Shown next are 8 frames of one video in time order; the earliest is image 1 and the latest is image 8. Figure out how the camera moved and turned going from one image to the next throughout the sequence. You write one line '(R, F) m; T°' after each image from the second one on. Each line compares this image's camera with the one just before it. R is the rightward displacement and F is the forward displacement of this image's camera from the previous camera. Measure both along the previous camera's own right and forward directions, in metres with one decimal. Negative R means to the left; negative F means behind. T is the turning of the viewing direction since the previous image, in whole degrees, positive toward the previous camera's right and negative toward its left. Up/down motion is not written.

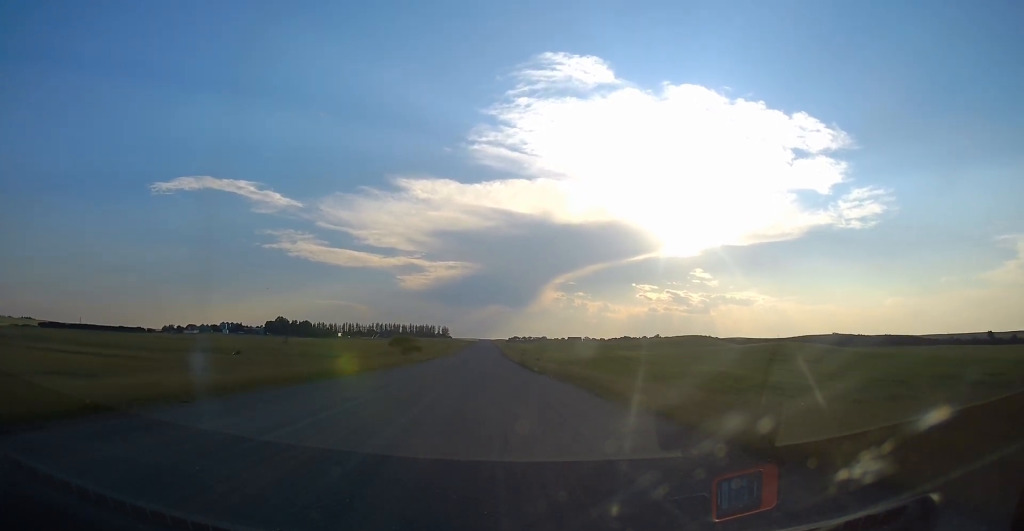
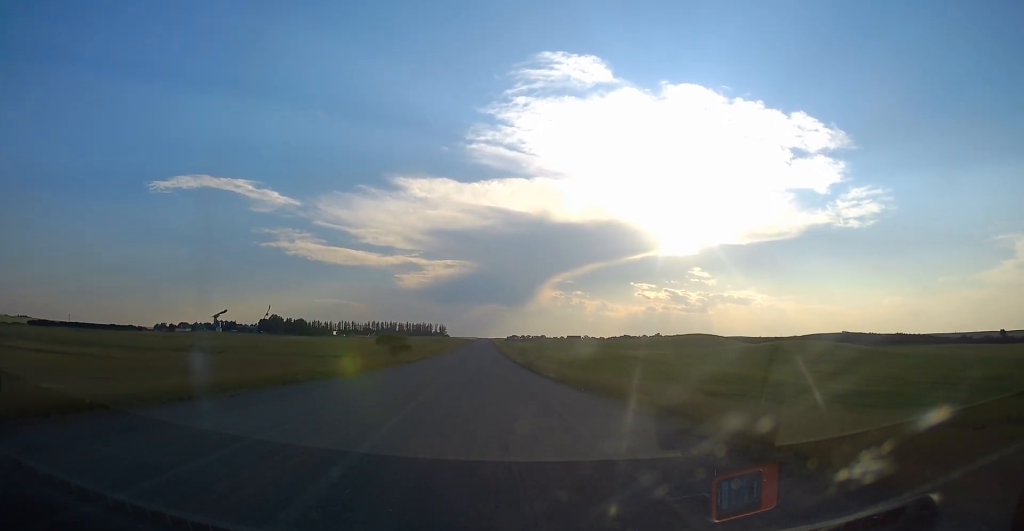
(0.0, +11.6) m; 0°
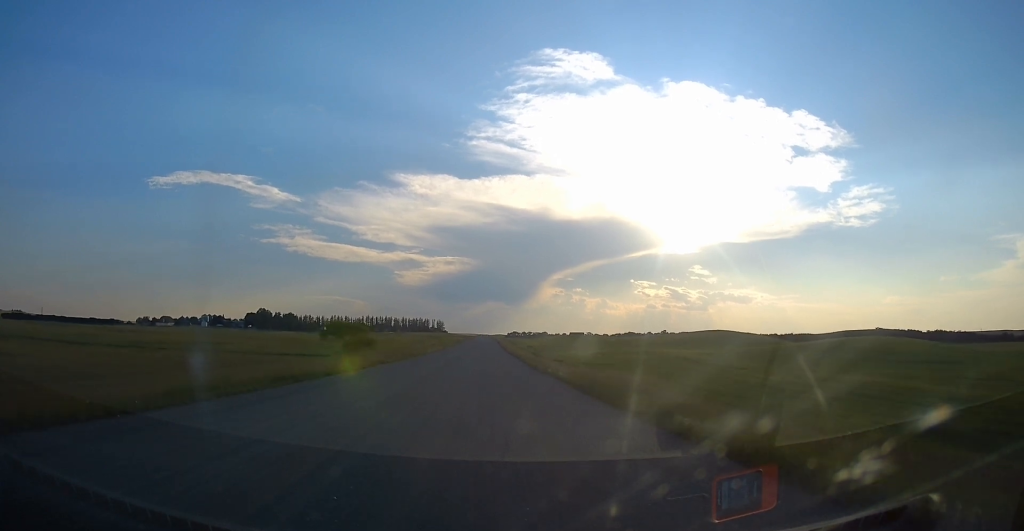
(0.0, +31.1) m; 0°
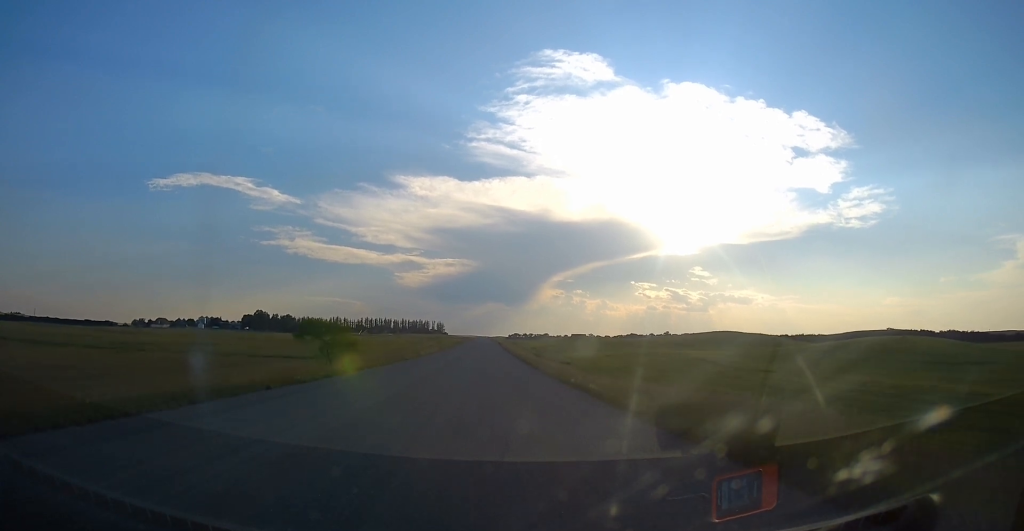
(0.0, +8.7) m; +1°
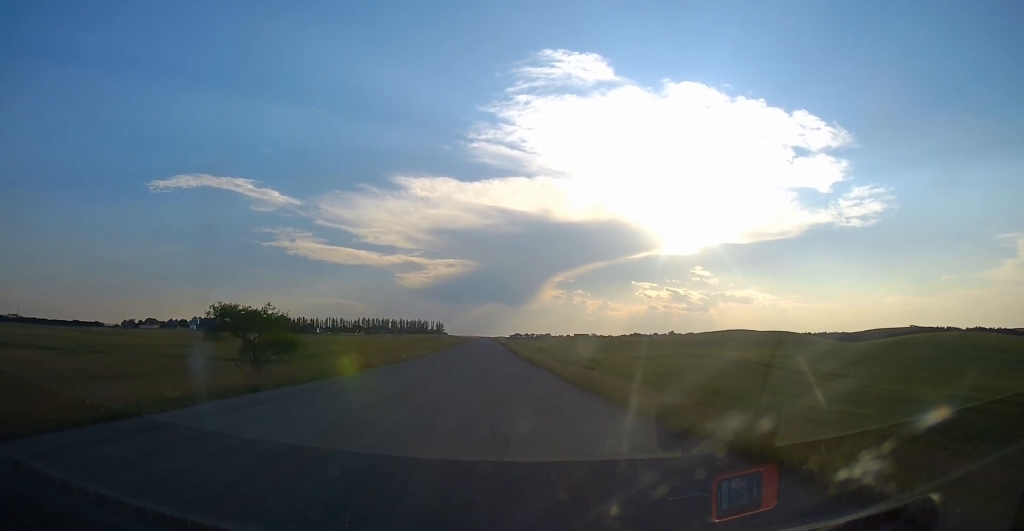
(+0.2, +17.5) m; +1°
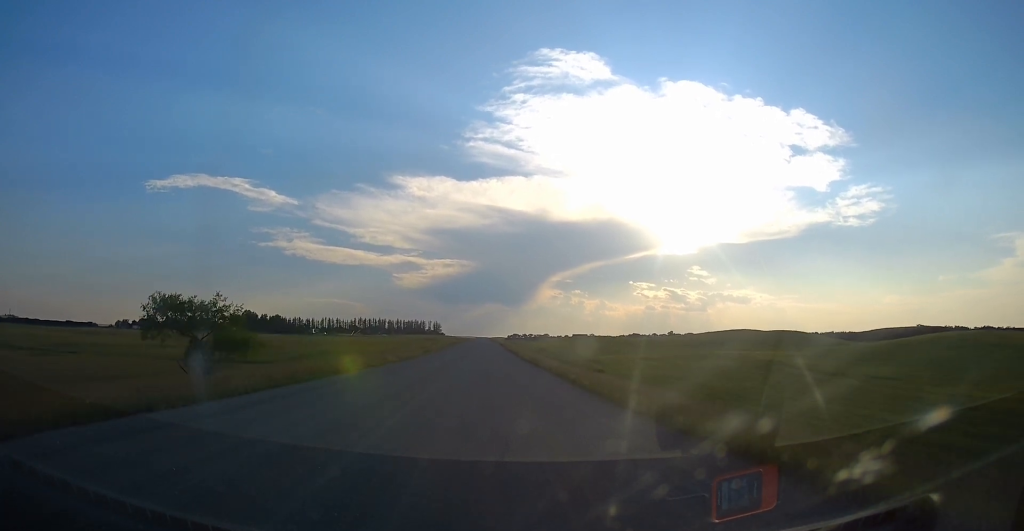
(+0.2, +6.6) m; 0°
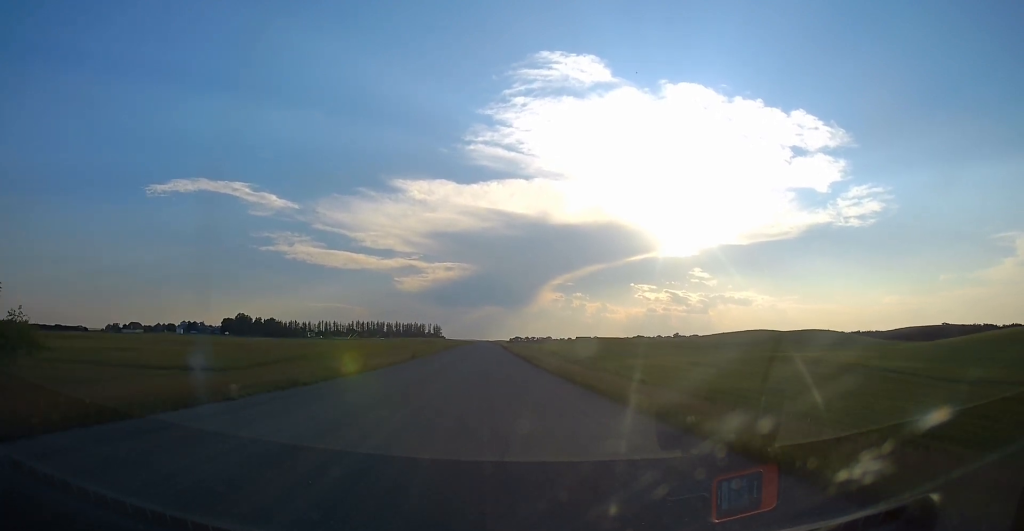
(-0.3, +16.5) m; -1°
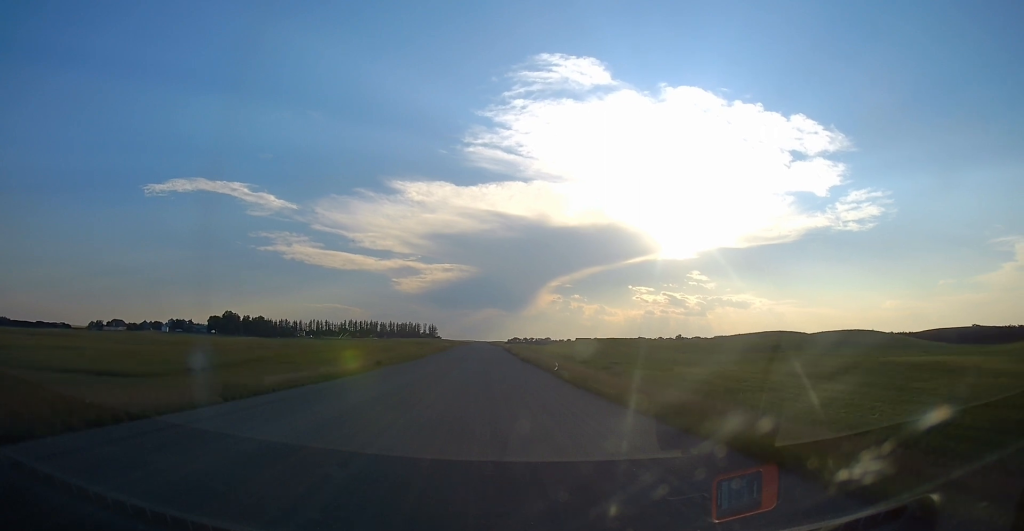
(-0.1, +20.5) m; 0°
